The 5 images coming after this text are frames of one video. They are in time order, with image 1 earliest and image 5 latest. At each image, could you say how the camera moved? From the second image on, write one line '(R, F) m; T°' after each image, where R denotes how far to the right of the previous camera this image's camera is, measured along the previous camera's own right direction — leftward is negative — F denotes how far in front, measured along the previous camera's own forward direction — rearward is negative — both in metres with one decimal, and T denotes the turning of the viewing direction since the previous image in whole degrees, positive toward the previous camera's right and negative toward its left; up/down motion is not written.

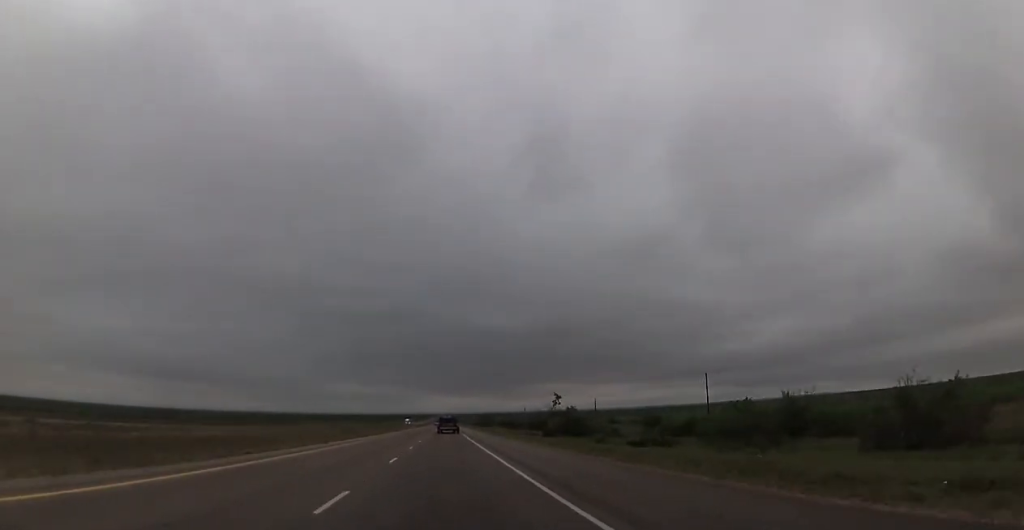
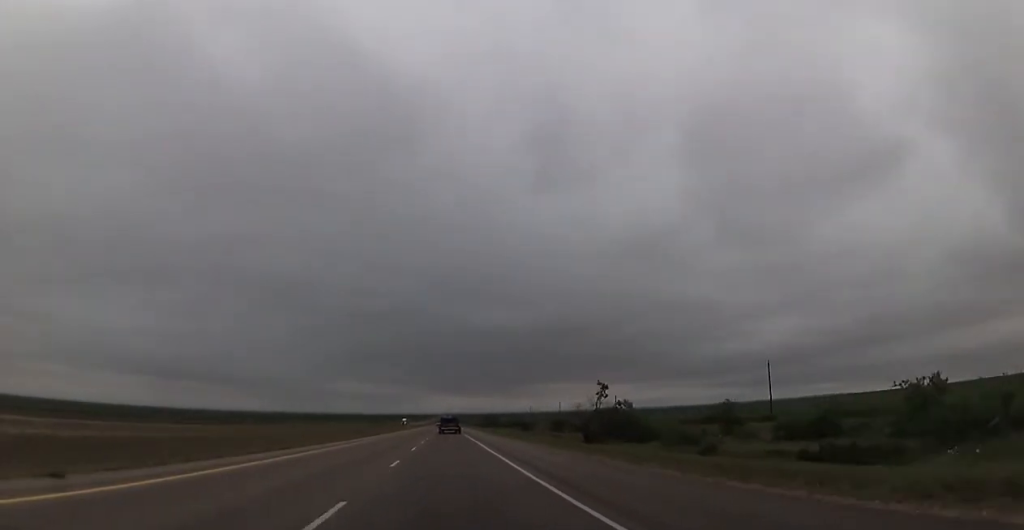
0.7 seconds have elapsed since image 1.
(+0.1, +25.9) m; 0°
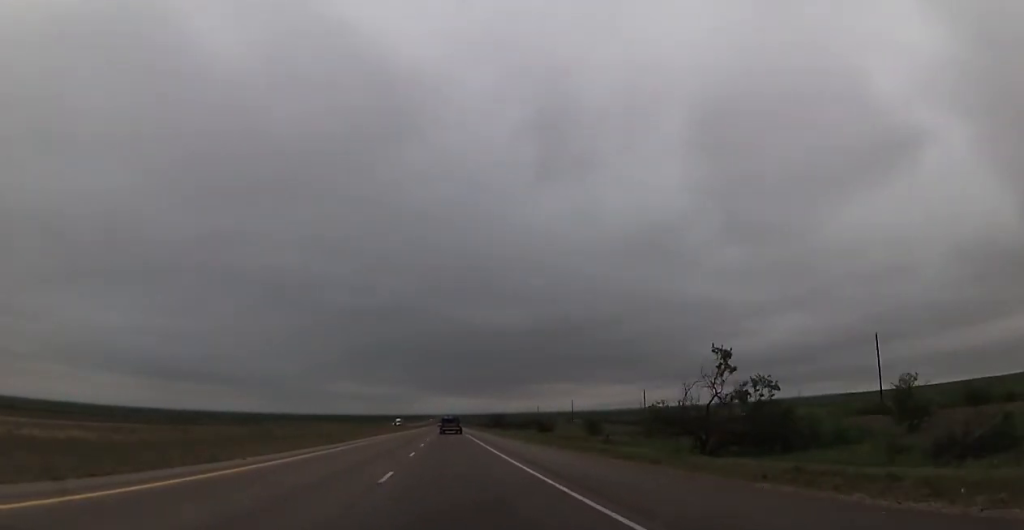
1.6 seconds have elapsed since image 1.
(-0.3, +29.5) m; 0°
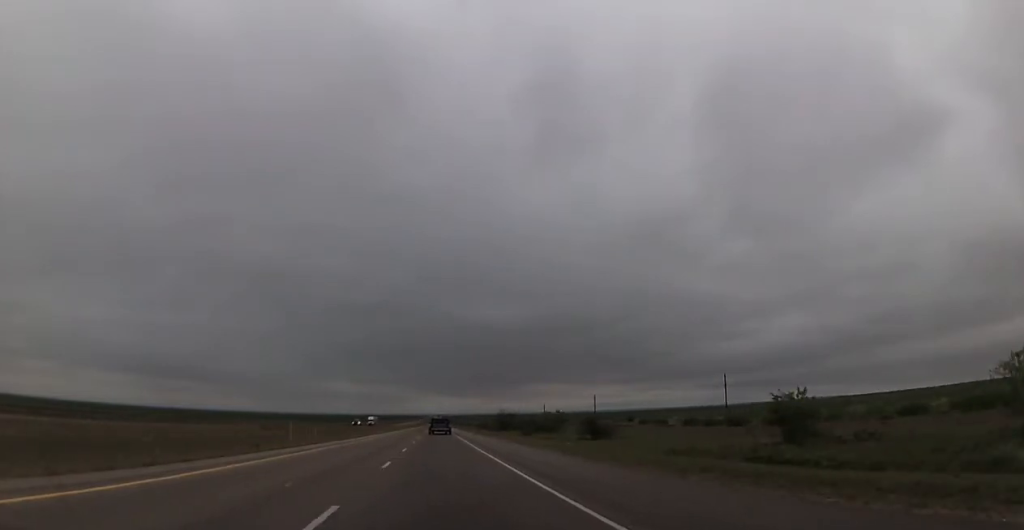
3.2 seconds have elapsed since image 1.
(+0.1, +56.5) m; +1°
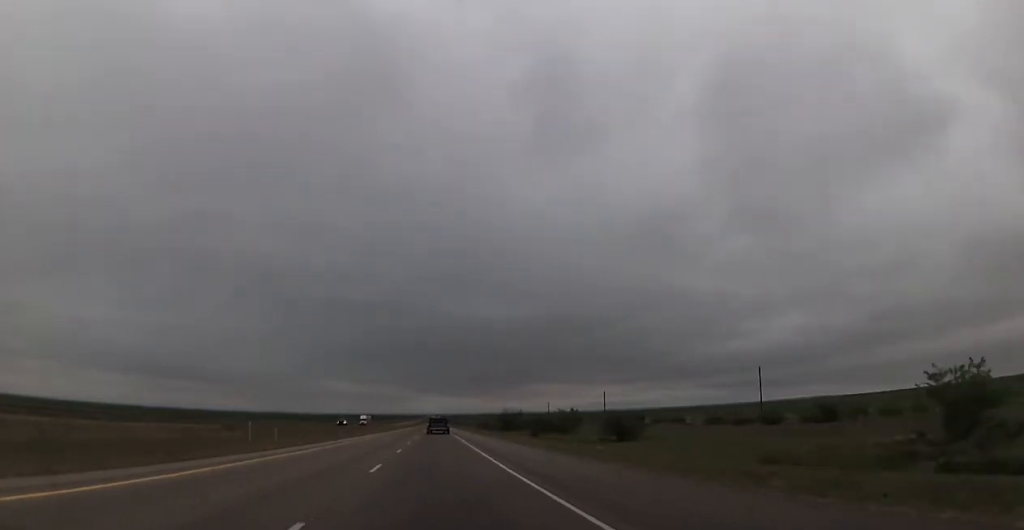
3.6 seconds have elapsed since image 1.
(-0.1, +14.1) m; 0°
